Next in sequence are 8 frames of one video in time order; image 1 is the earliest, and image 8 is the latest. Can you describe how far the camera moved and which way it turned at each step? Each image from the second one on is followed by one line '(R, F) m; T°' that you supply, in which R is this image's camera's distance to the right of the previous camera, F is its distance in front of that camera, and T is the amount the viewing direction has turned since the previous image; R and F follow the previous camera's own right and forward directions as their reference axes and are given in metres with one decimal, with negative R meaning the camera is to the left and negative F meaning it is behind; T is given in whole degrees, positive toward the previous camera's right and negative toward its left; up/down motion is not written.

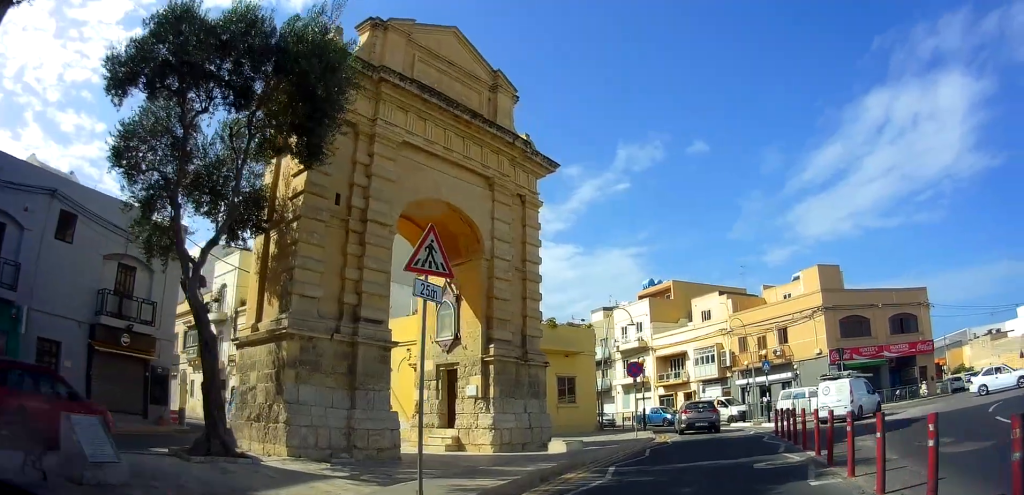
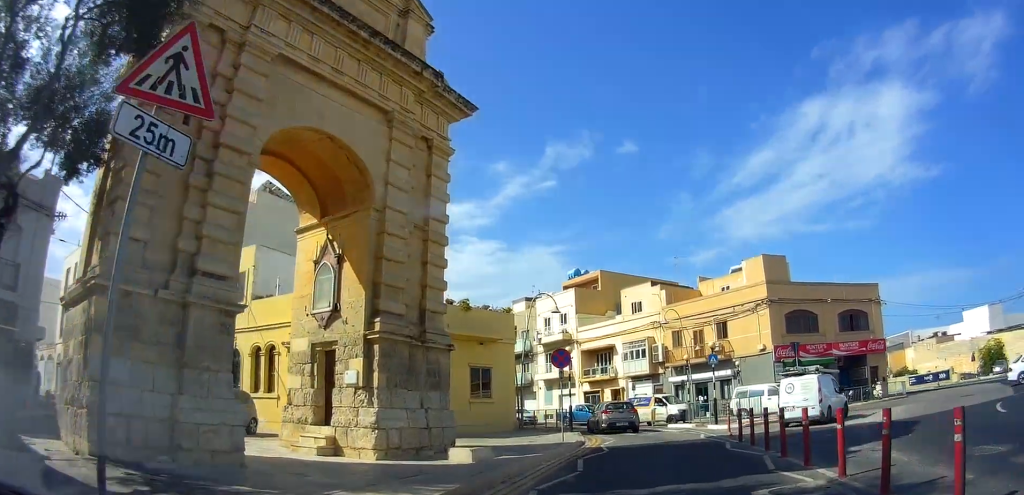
(+0.4, +3.5) m; +3°
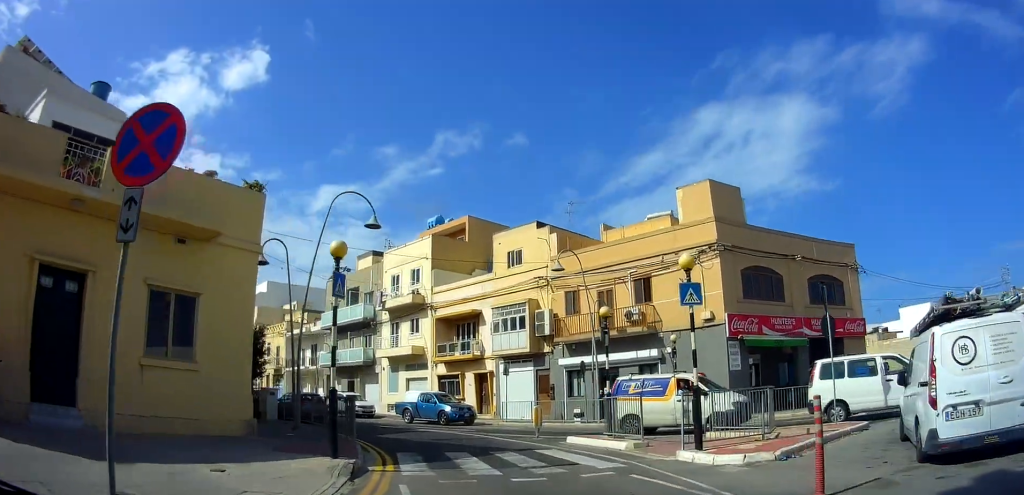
(+0.4, +13.6) m; +8°
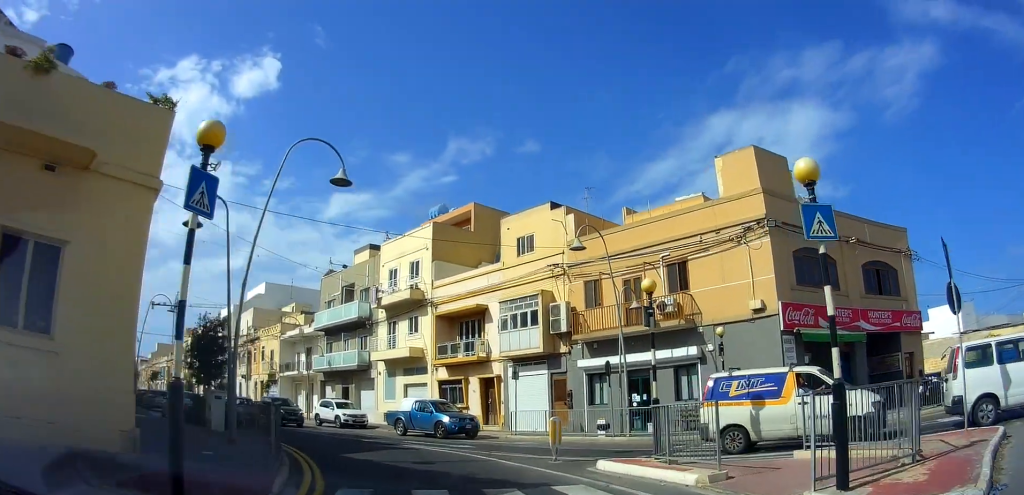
(0.0, +4.7) m; 0°
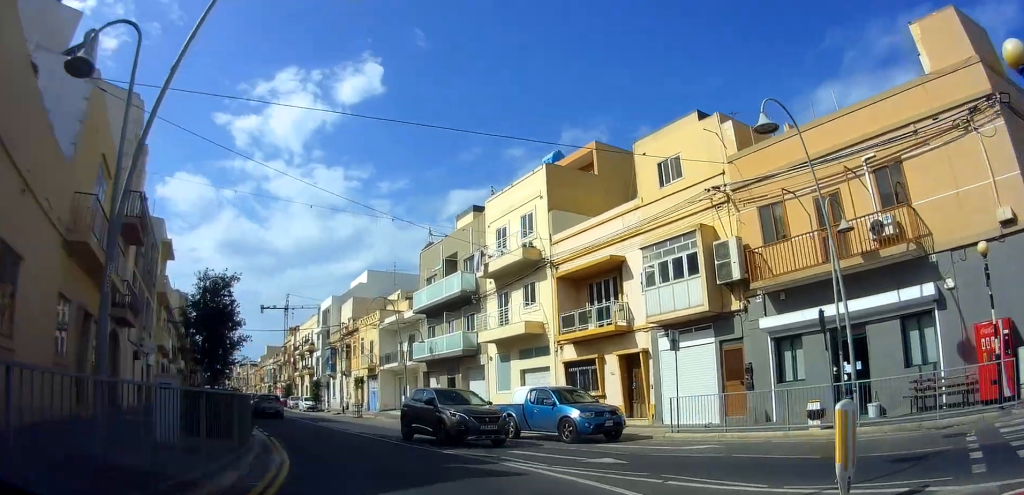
(-0.6, +8.2) m; -14°
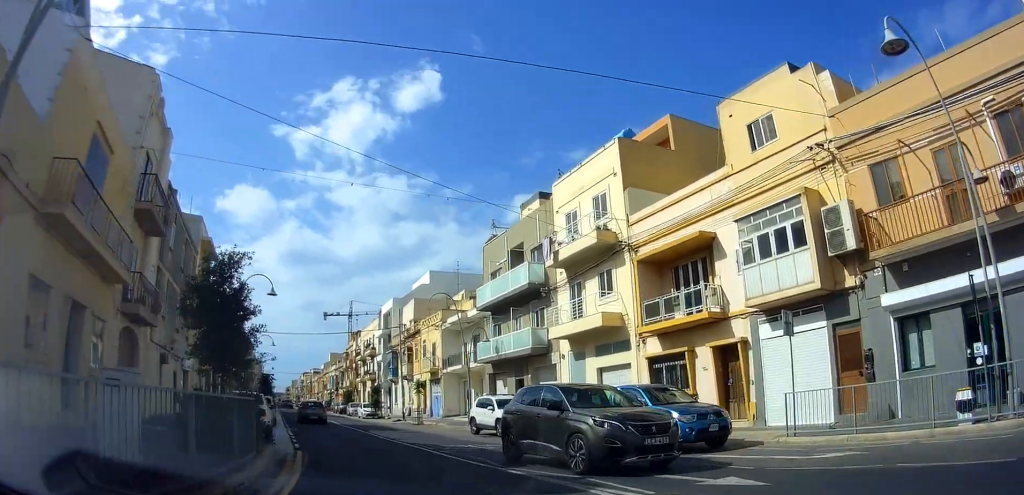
(-0.4, +3.1) m; -6°
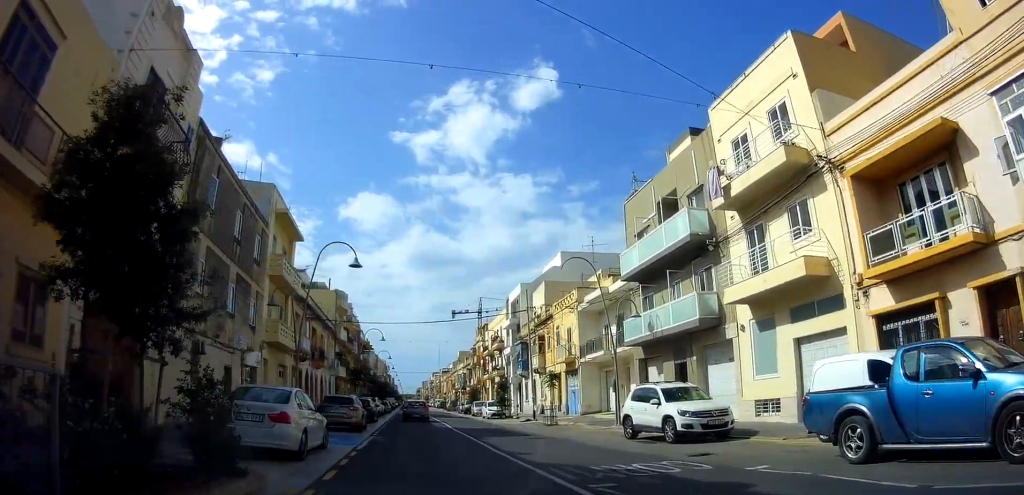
(-0.4, +6.7) m; -10°
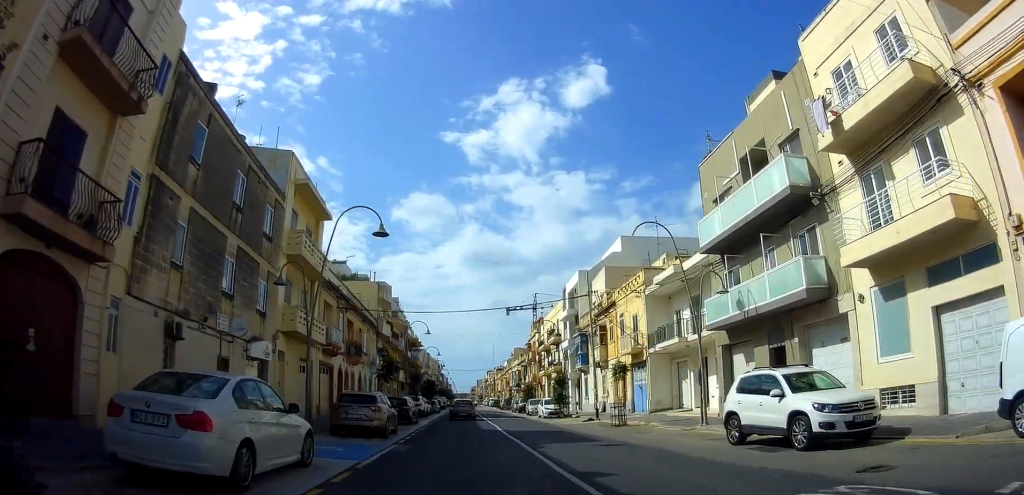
(-0.3, +4.2) m; -7°
